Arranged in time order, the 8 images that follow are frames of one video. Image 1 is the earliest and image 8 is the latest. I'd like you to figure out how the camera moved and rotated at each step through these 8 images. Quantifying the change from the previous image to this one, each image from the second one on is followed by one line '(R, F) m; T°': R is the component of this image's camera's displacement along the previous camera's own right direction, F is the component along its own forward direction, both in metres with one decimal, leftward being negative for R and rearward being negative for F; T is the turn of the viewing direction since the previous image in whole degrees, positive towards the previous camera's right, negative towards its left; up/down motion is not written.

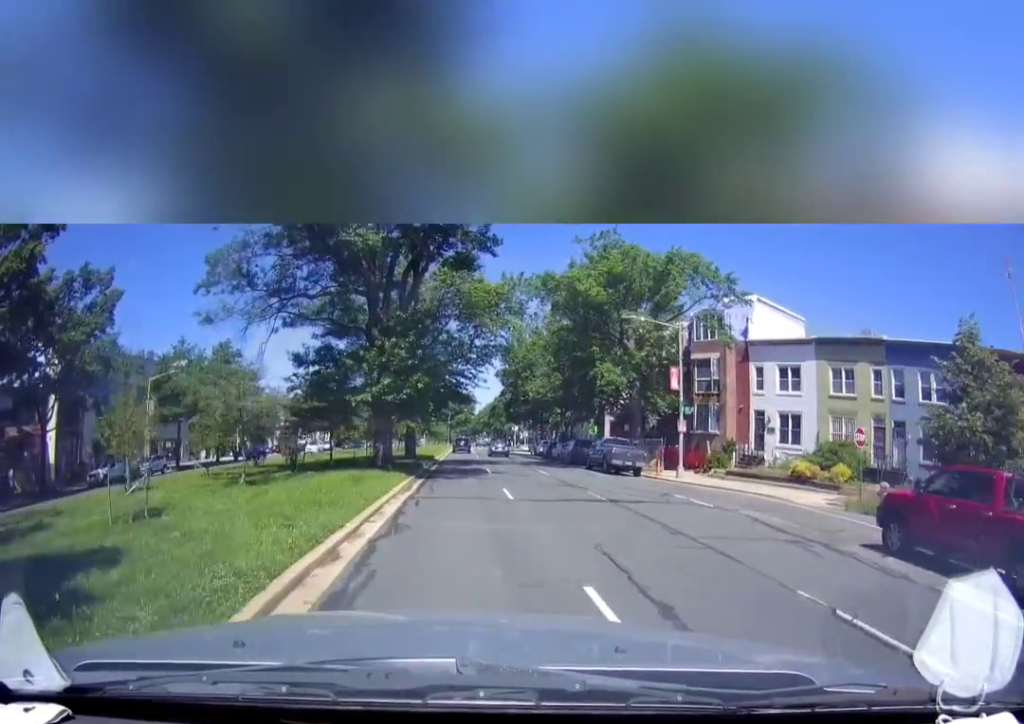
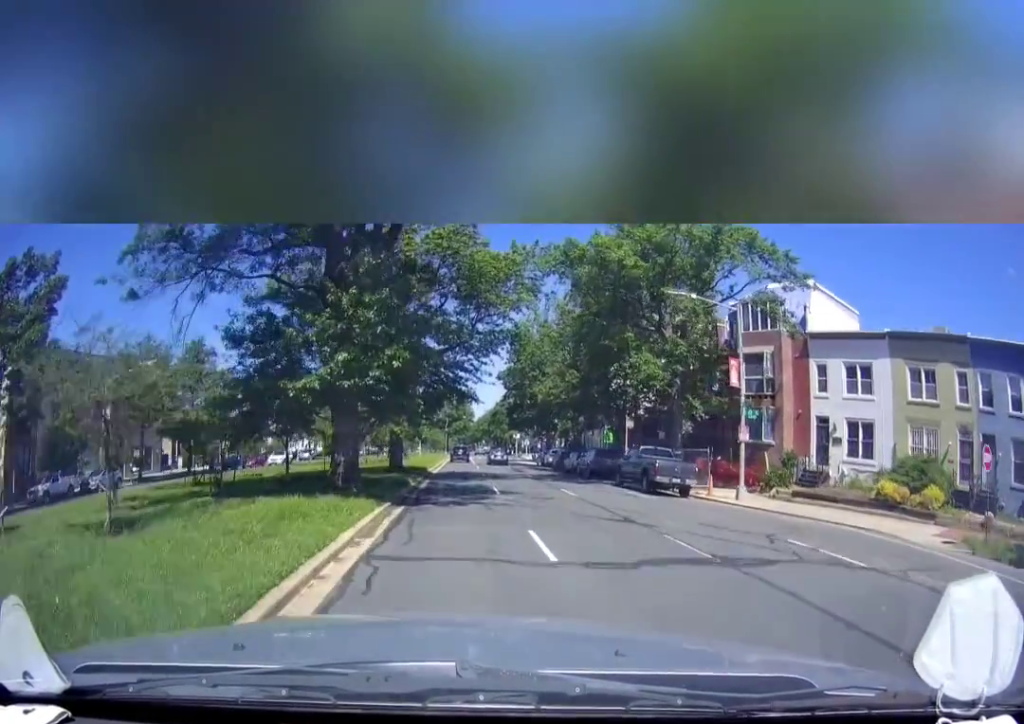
(-0.1, +7.6) m; 0°
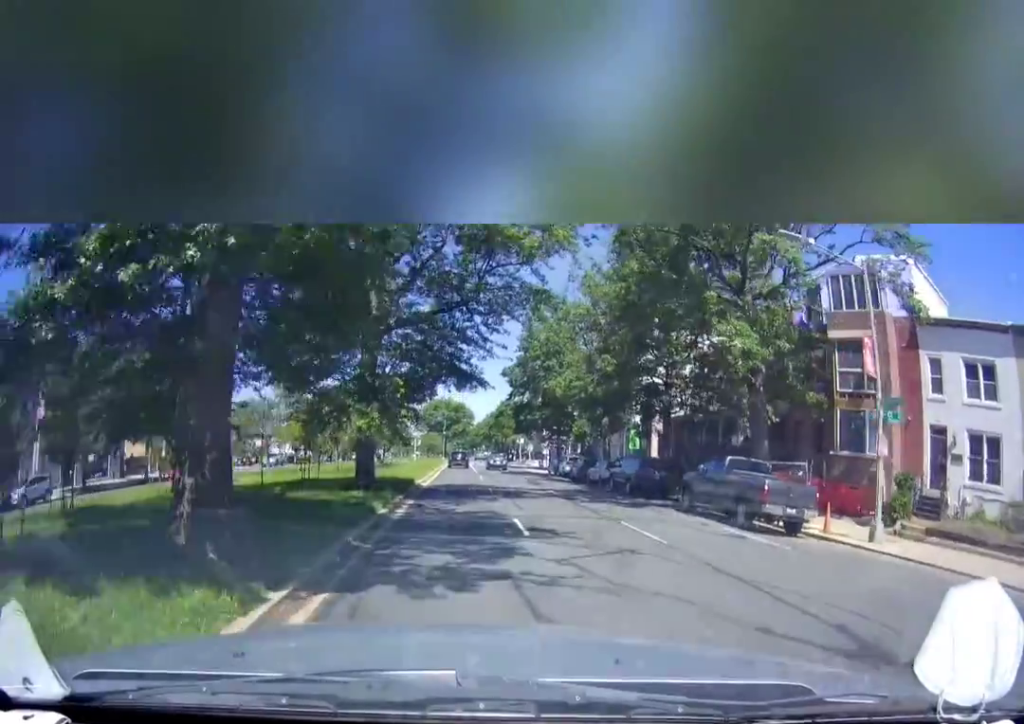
(0.0, +9.5) m; +1°
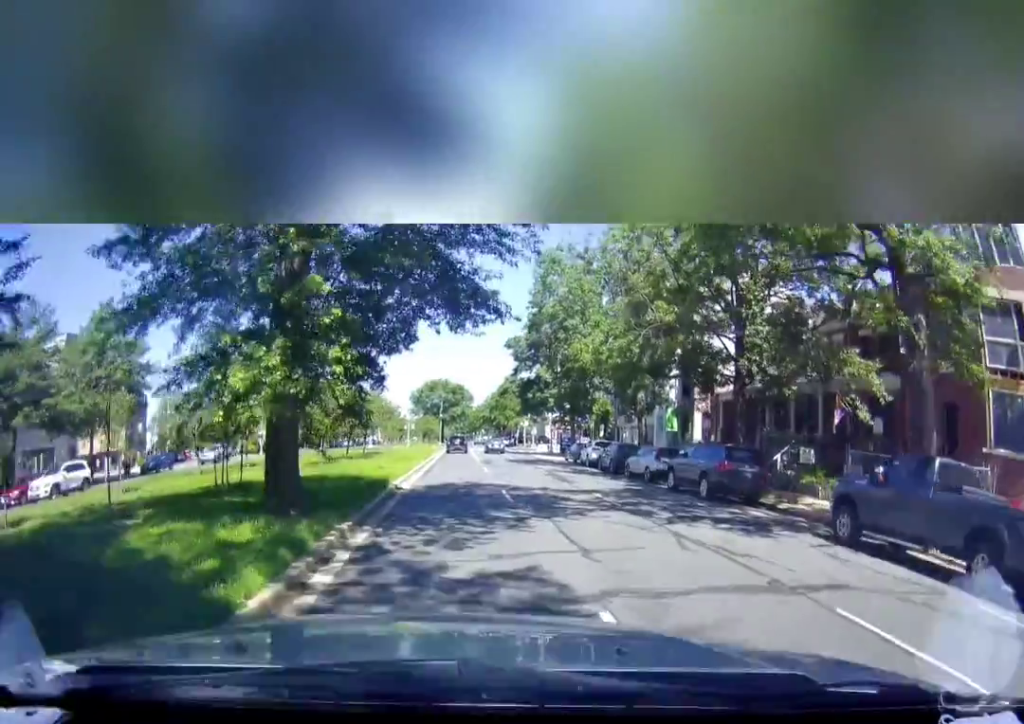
(+0.1, +10.1) m; +1°
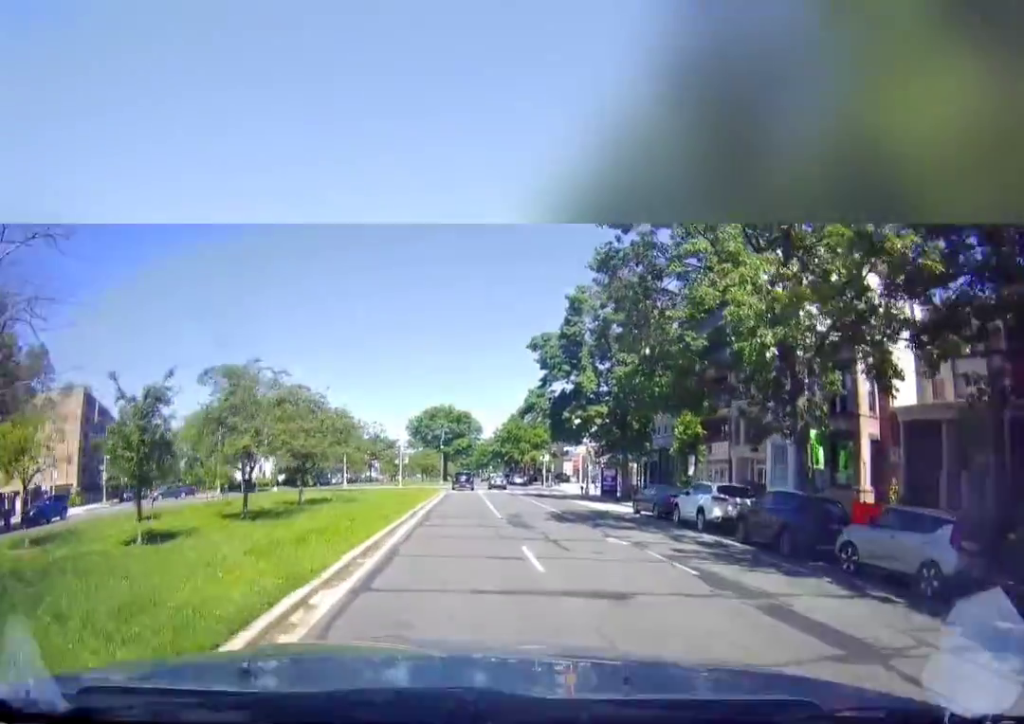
(0.0, +19.9) m; +1°
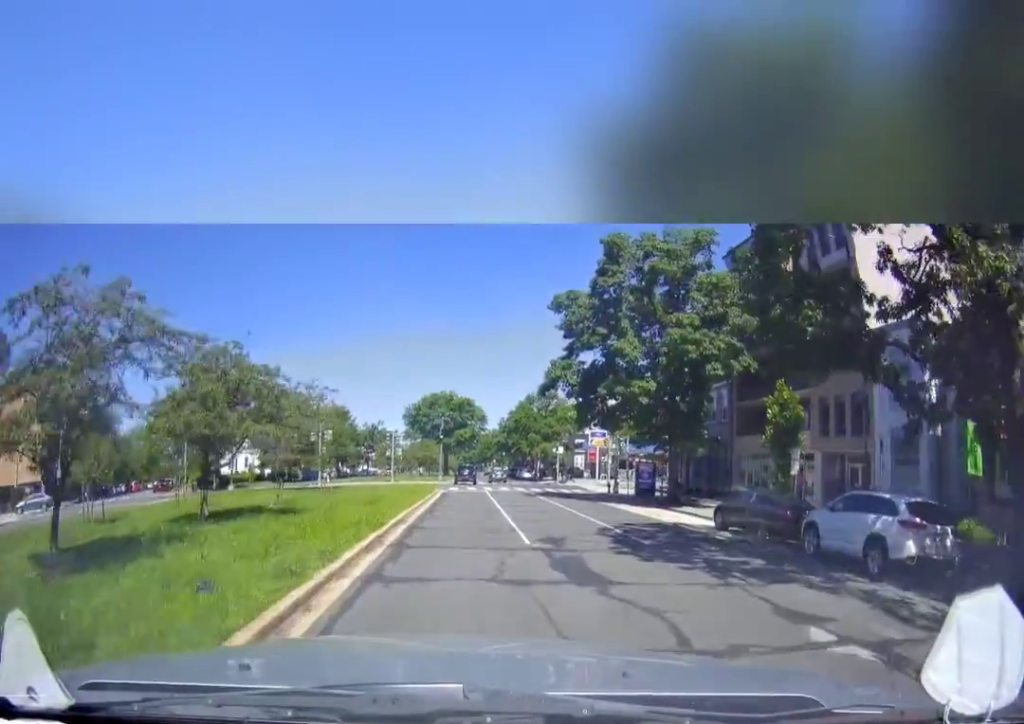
(+0.3, +10.6) m; -1°
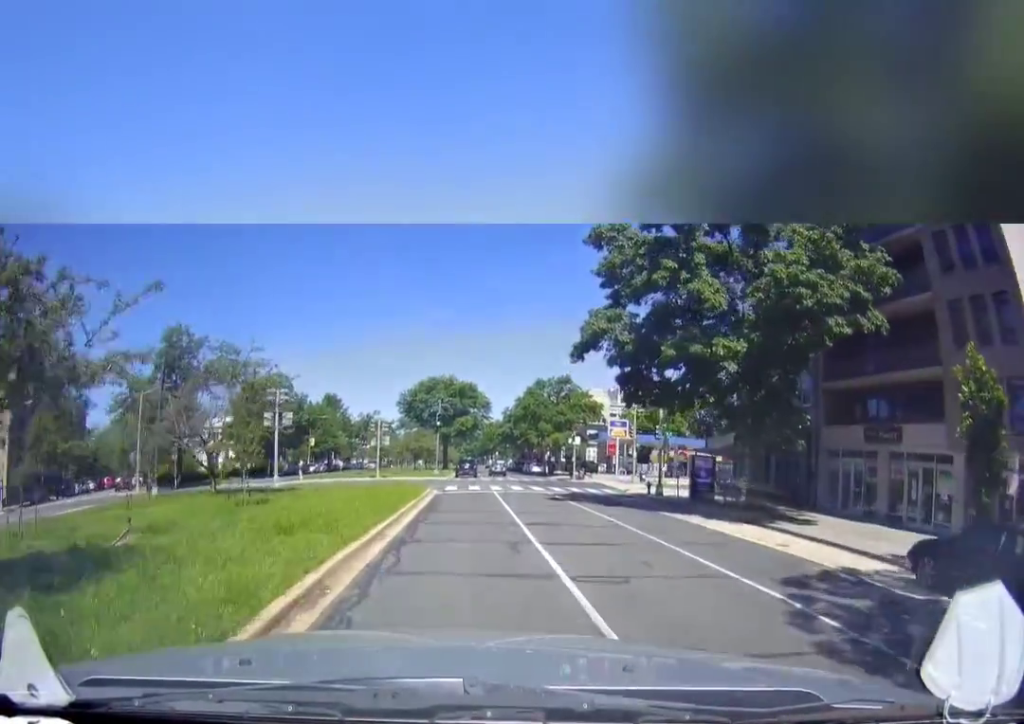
(-0.6, +9.9) m; -1°
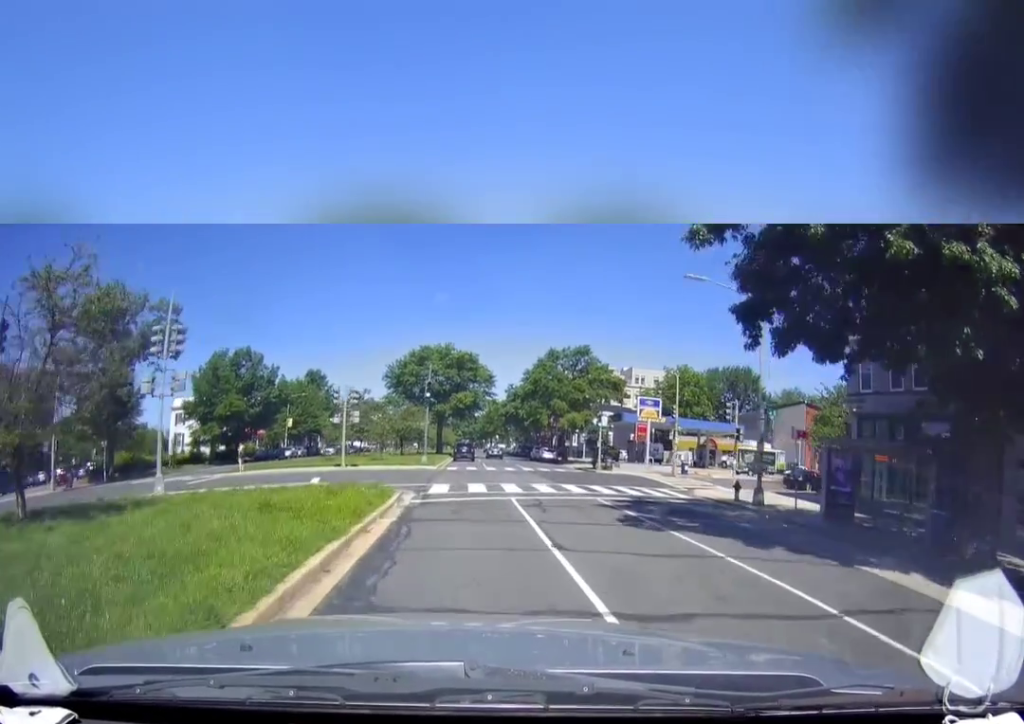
(+0.4, +11.3) m; +2°
